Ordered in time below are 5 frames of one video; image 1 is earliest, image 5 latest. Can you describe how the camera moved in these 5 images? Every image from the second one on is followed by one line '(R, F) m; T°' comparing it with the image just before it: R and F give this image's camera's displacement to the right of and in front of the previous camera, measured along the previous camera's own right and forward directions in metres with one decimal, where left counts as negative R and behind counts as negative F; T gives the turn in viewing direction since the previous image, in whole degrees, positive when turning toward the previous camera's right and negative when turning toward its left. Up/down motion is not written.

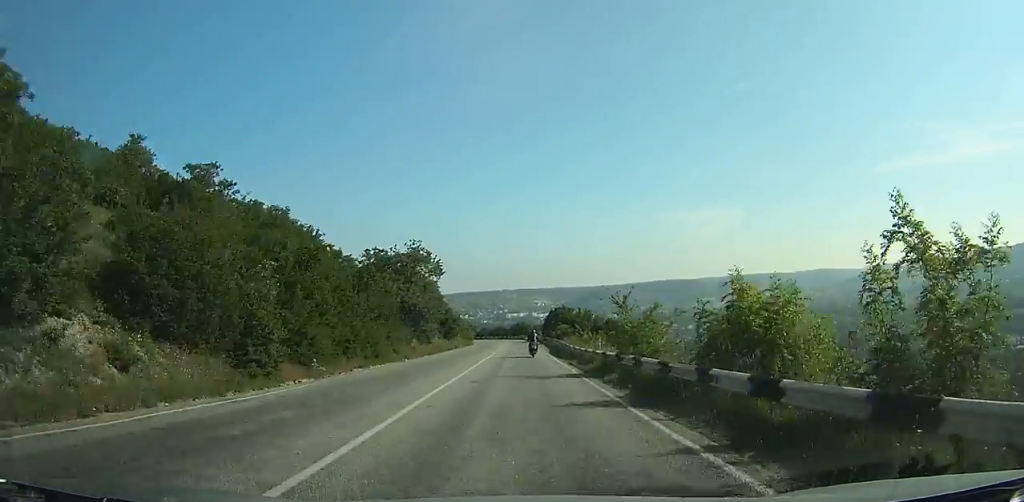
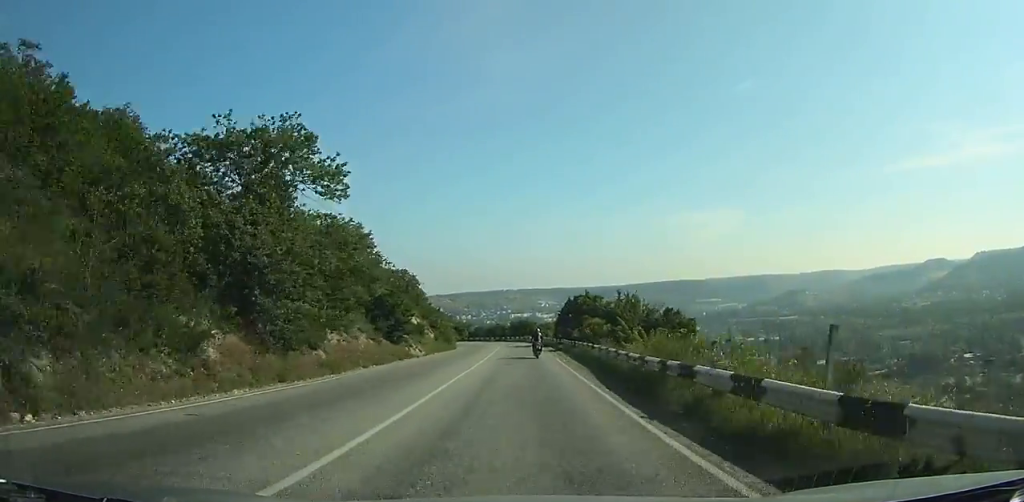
(0.0, +24.9) m; -2°
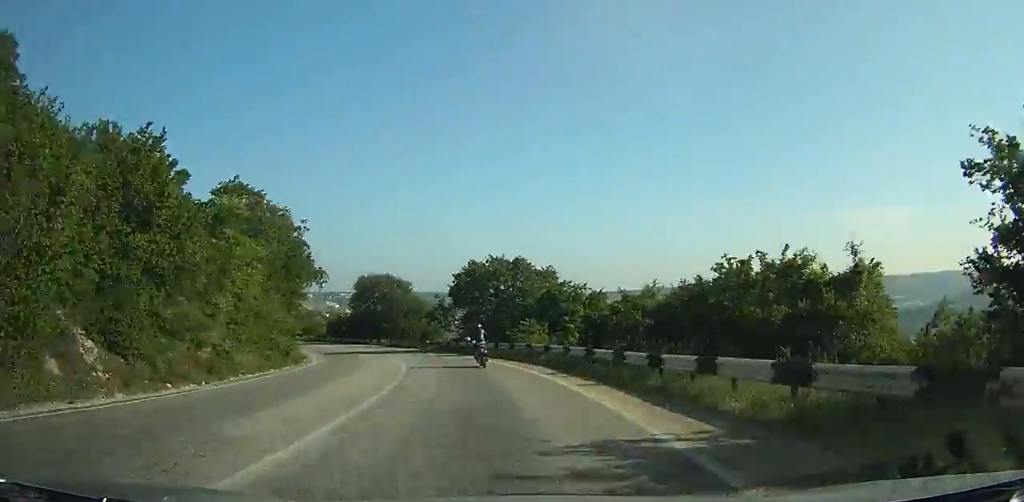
(-34.5, +69.9) m; -58°
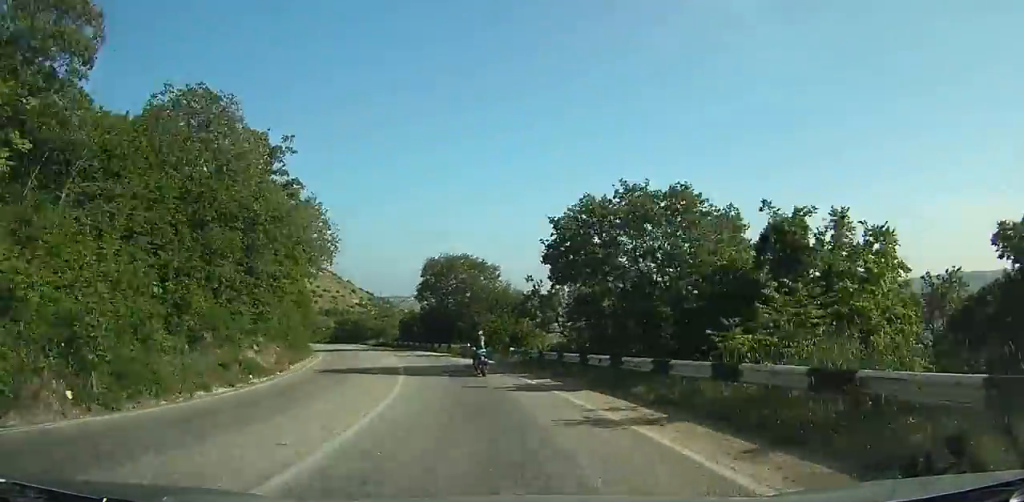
(-1.9, +19.9) m; -6°
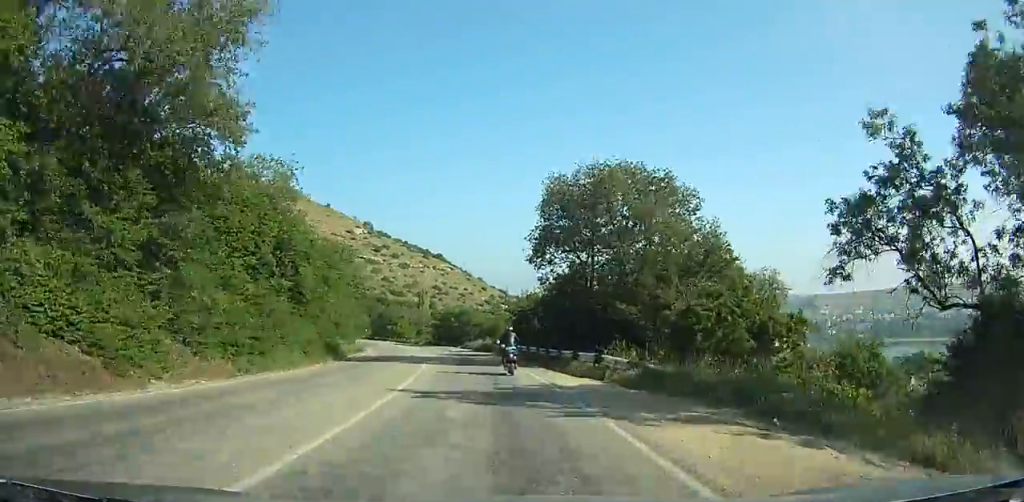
(-0.2, +27.9) m; -1°
